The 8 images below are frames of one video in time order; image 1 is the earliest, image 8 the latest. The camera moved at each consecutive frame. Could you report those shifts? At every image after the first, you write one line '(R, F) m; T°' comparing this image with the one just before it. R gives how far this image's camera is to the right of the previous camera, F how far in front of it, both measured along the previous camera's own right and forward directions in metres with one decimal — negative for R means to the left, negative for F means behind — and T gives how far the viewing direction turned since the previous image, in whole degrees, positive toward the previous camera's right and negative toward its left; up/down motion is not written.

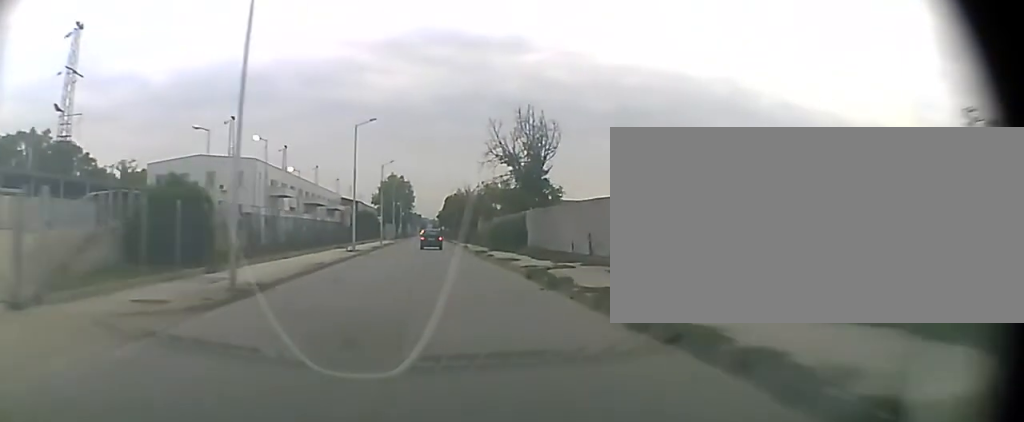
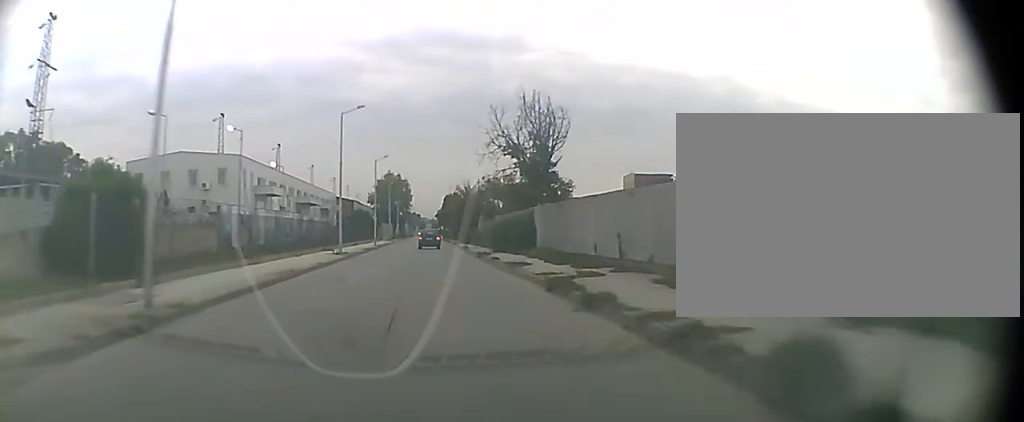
(+0.1, +4.4) m; +1°
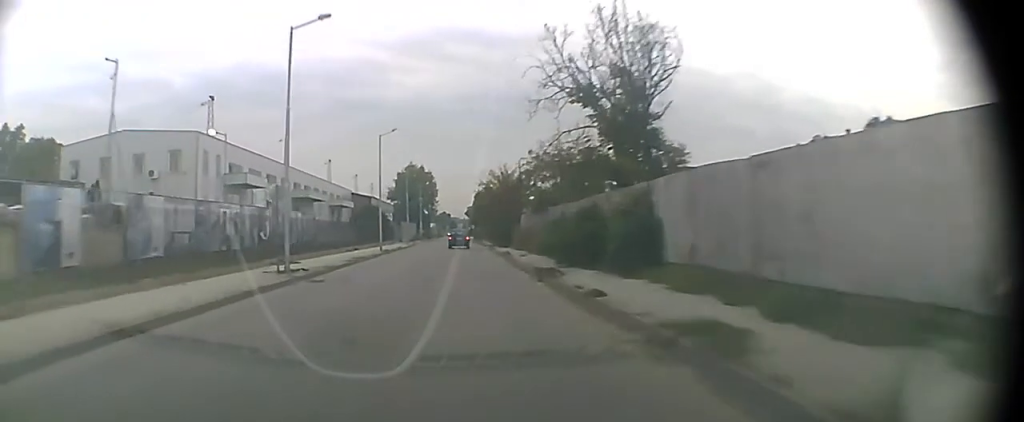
(+0.2, +18.1) m; 0°
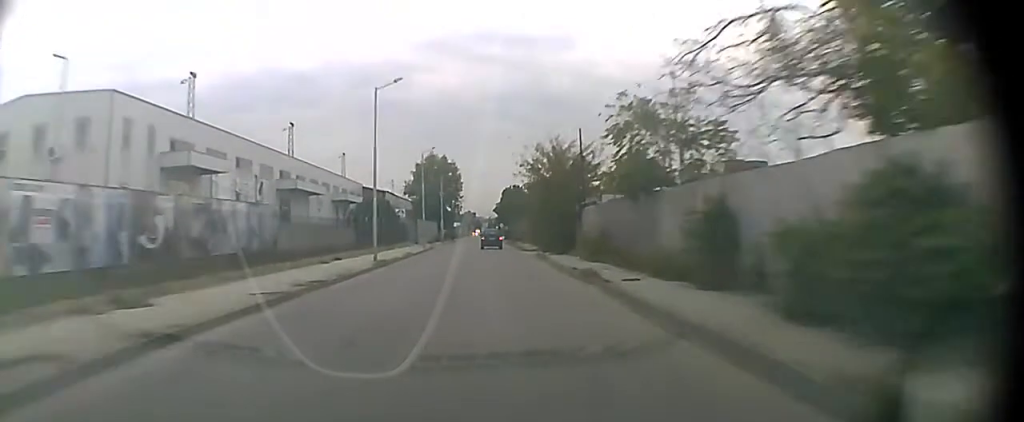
(-0.3, +16.9) m; -1°
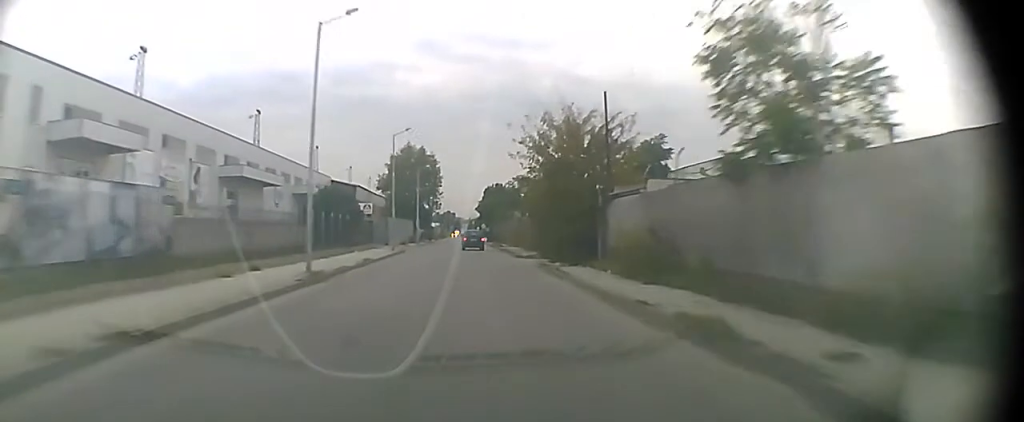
(0.0, +10.6) m; 0°
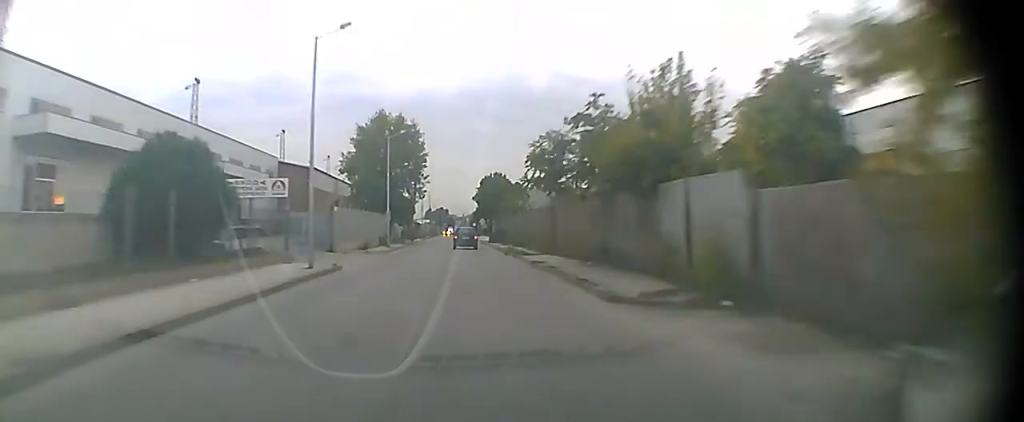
(+0.2, +25.0) m; 0°
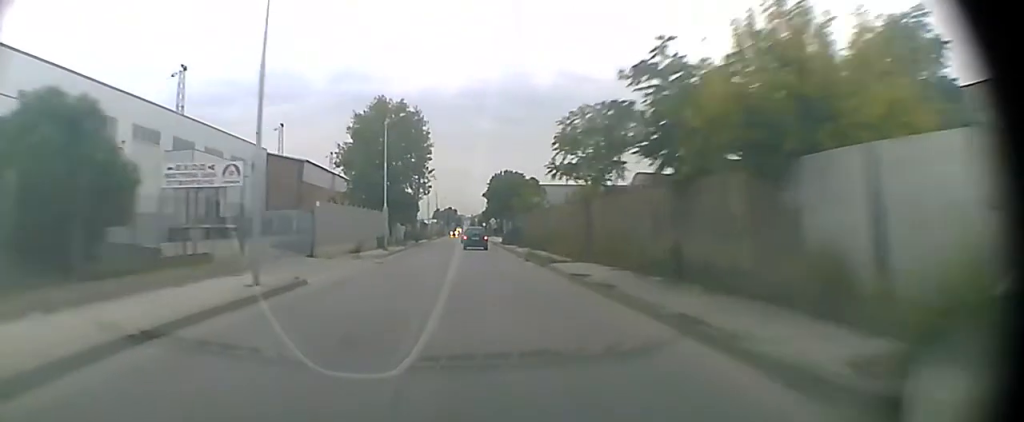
(-0.1, +8.1) m; 0°
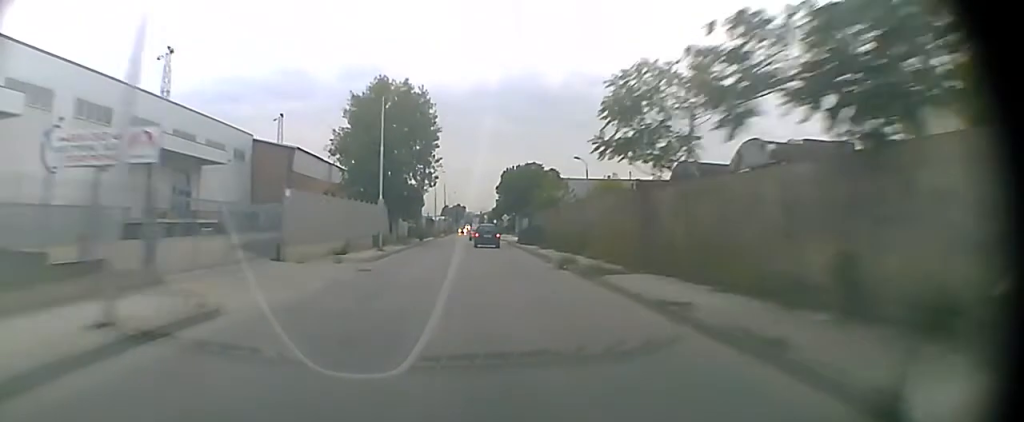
(0.0, +8.2) m; 0°
